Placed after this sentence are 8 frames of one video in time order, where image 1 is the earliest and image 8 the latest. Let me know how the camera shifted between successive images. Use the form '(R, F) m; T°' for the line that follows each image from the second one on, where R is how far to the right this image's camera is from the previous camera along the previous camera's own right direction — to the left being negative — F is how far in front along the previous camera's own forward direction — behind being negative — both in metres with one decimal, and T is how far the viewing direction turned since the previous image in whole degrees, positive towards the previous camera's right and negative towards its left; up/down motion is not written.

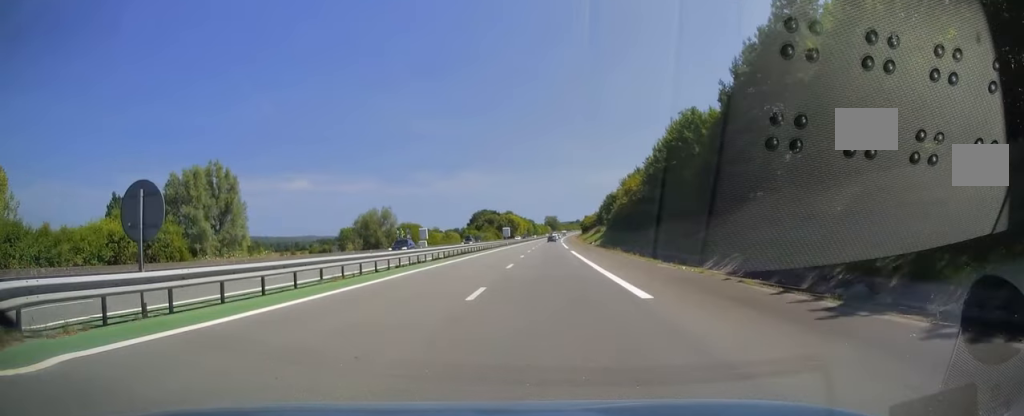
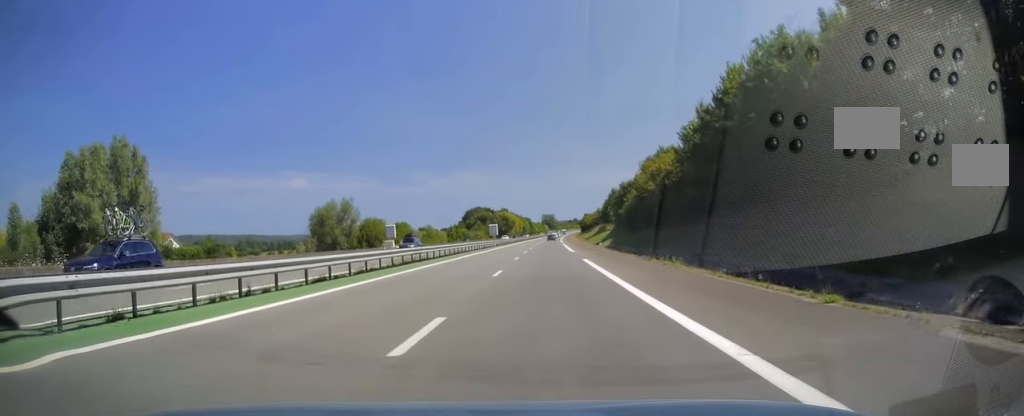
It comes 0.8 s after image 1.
(+0.1, +19.0) m; 0°
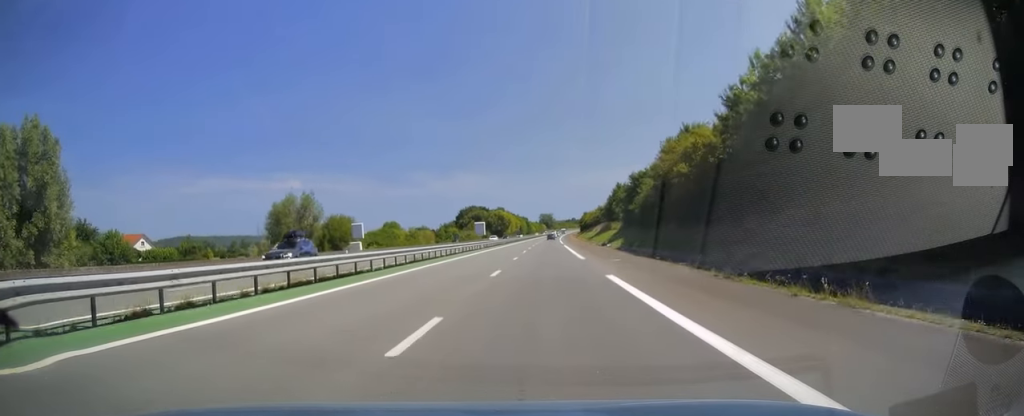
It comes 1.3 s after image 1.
(0.0, +13.0) m; 0°
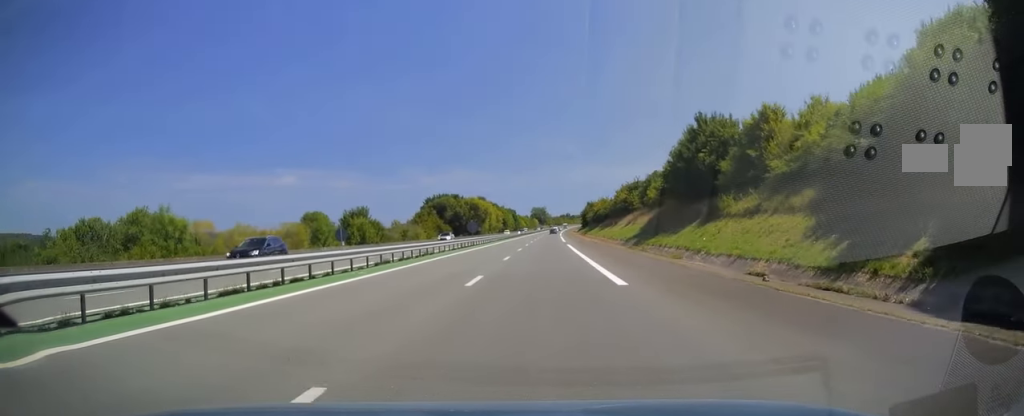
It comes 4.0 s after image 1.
(+0.7, +70.1) m; +2°
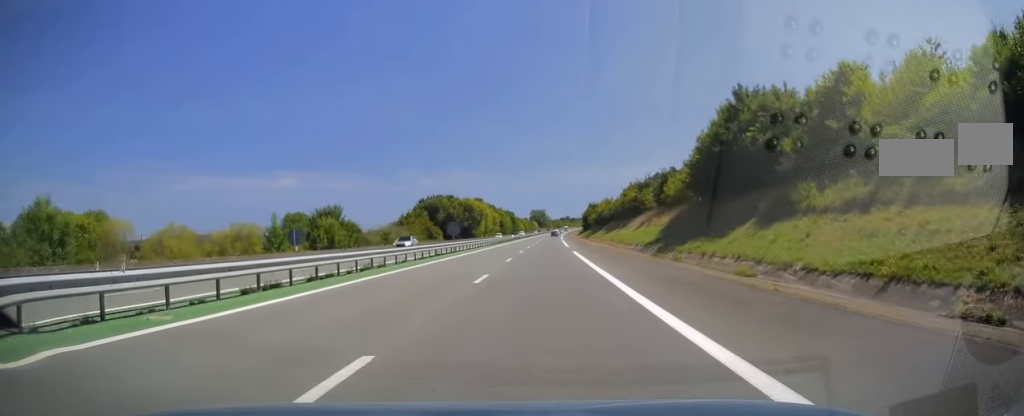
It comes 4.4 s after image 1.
(+0.1, +11.6) m; 0°
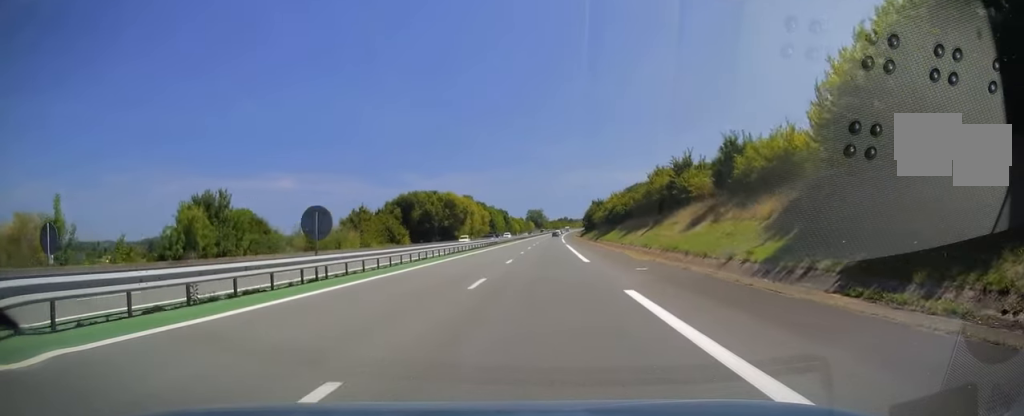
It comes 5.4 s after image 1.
(-0.3, +27.3) m; 0°
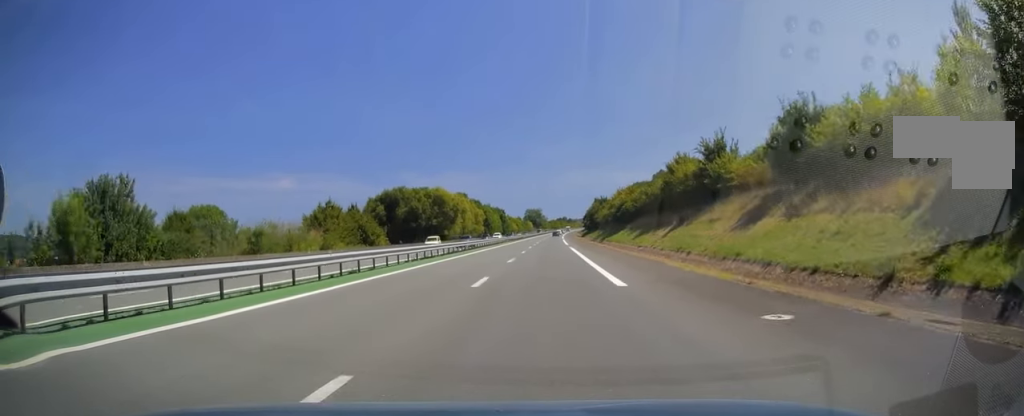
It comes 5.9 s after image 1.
(+0.1, +12.7) m; 0°
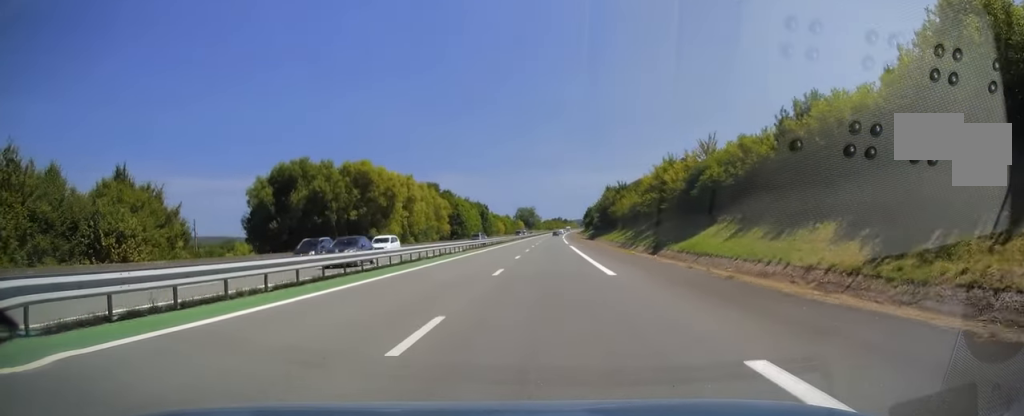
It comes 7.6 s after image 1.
(+0.4, +47.9) m; +1°
